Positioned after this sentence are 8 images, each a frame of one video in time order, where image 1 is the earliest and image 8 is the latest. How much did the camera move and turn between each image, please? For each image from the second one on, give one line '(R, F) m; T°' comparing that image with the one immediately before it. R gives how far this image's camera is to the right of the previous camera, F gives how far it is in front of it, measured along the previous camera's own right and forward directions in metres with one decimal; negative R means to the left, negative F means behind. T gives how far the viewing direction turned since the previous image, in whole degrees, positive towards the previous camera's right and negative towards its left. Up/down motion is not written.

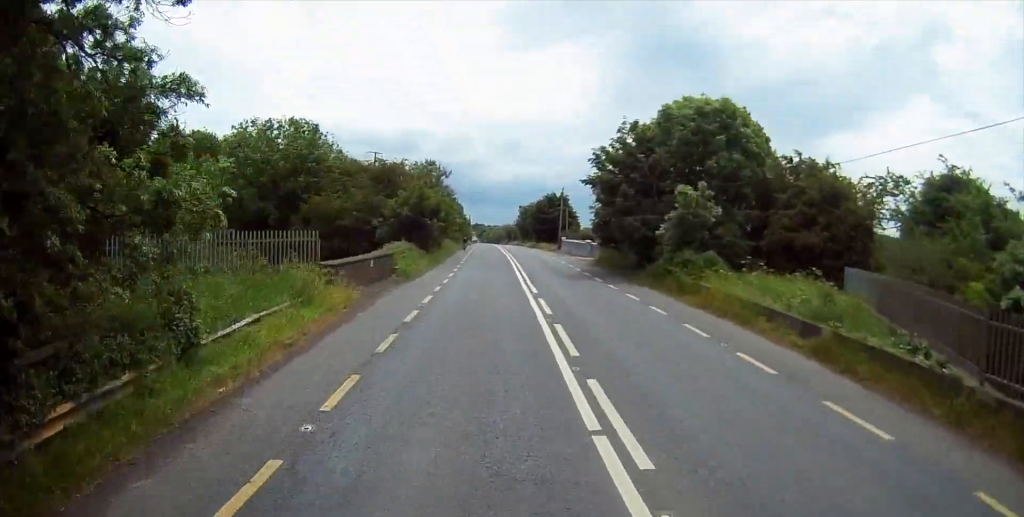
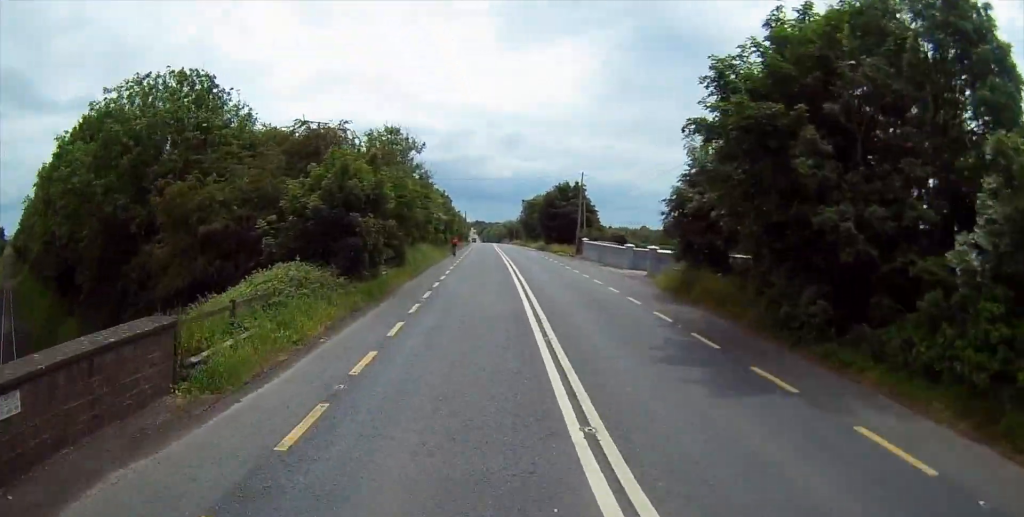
(+0.1, +21.2) m; +1°
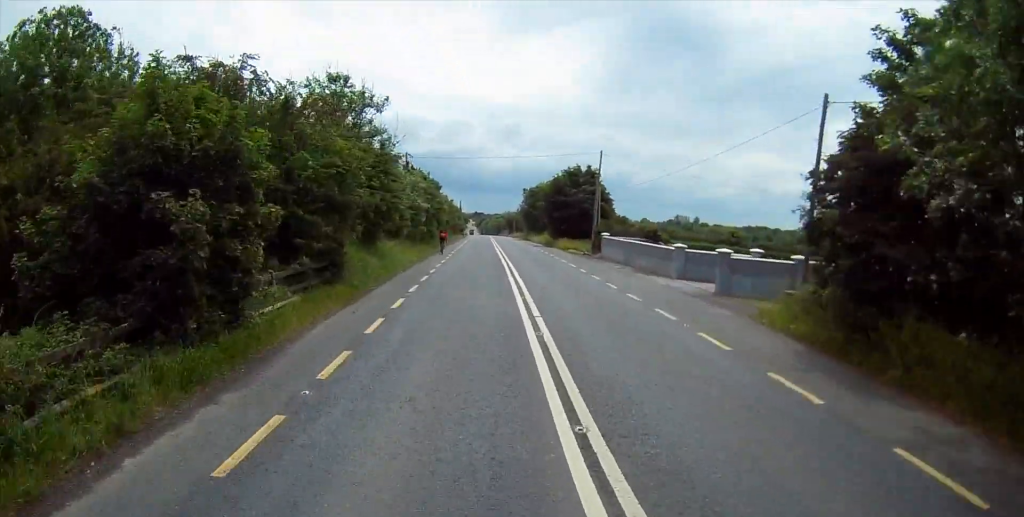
(0.0, +13.2) m; 0°
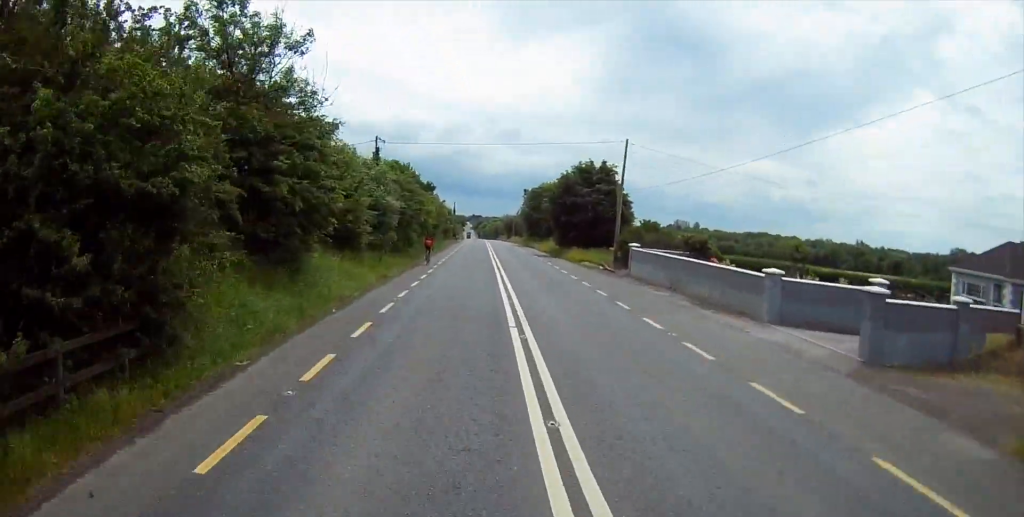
(0.0, +11.8) m; 0°
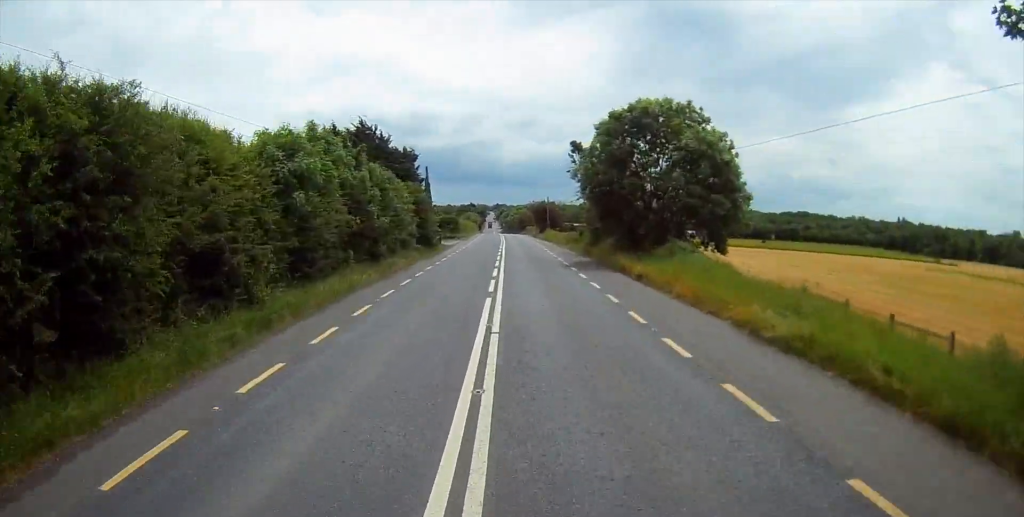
(-0.6, +60.8) m; -1°
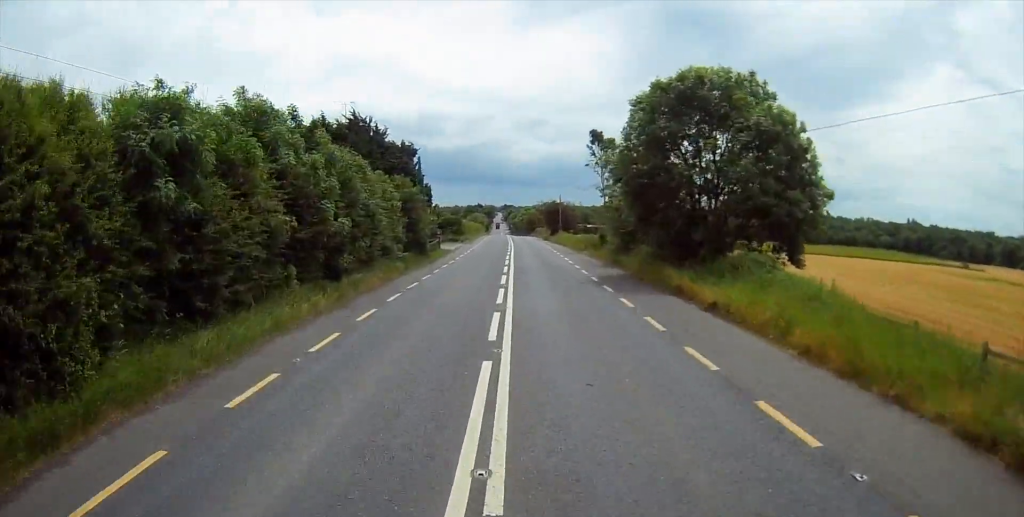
(0.0, +9.0) m; 0°
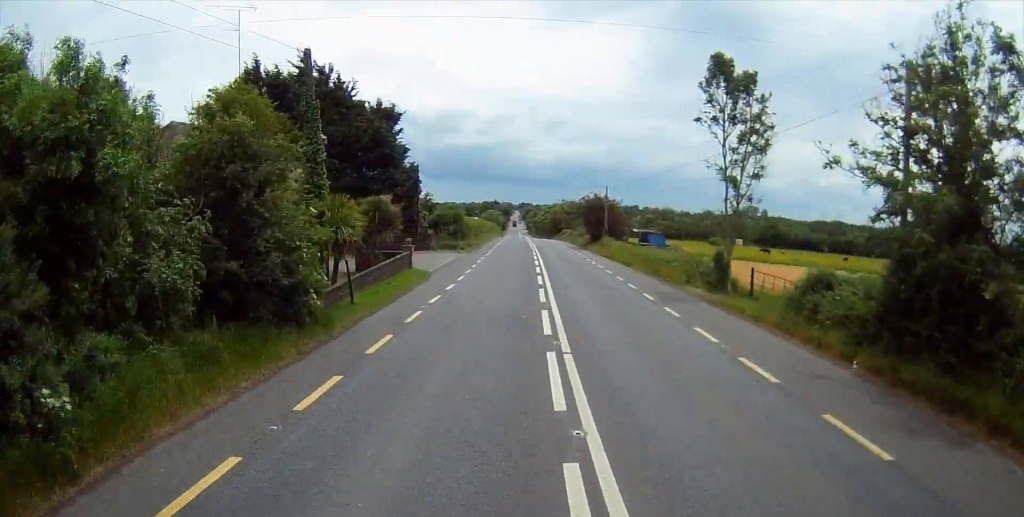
(-0.1, +28.3) m; -1°
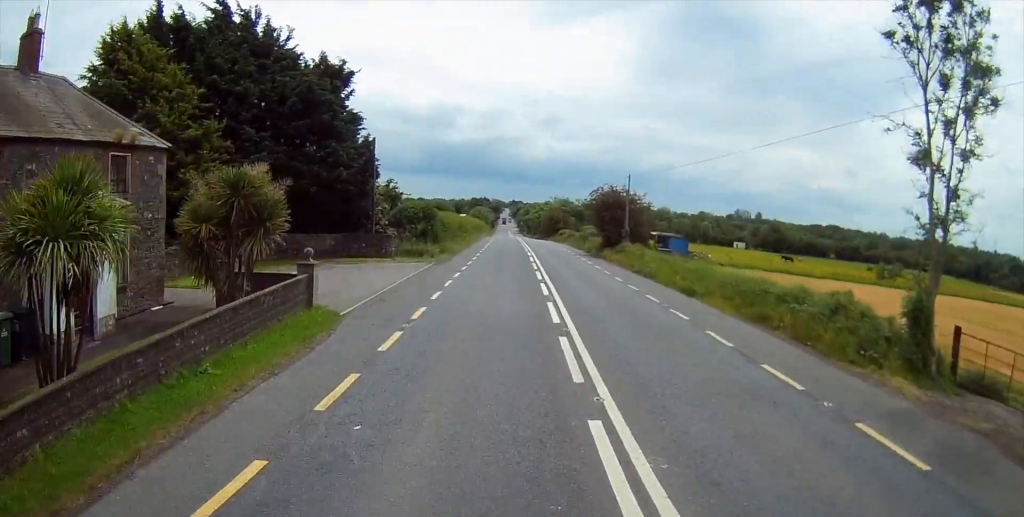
(-0.2, +16.2) m; -1°
